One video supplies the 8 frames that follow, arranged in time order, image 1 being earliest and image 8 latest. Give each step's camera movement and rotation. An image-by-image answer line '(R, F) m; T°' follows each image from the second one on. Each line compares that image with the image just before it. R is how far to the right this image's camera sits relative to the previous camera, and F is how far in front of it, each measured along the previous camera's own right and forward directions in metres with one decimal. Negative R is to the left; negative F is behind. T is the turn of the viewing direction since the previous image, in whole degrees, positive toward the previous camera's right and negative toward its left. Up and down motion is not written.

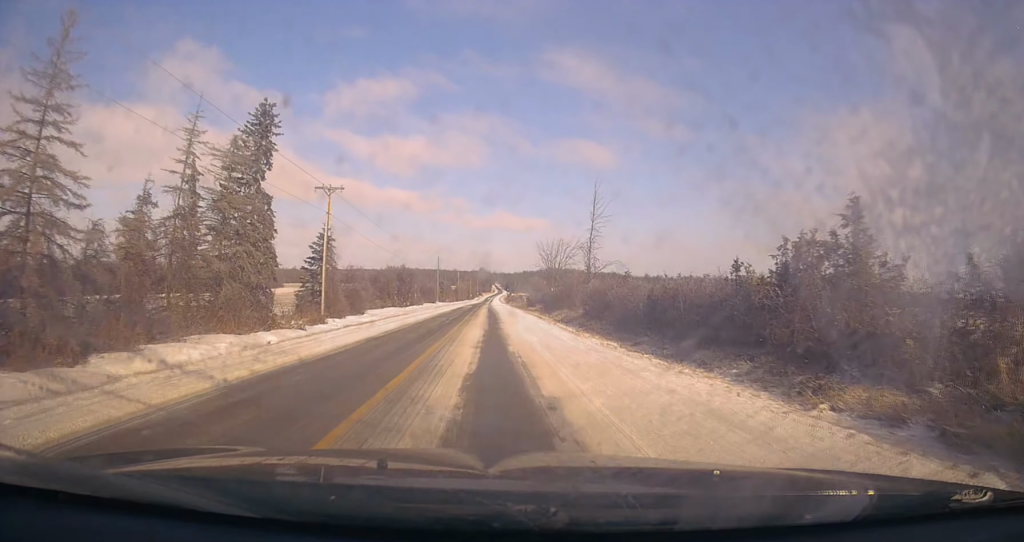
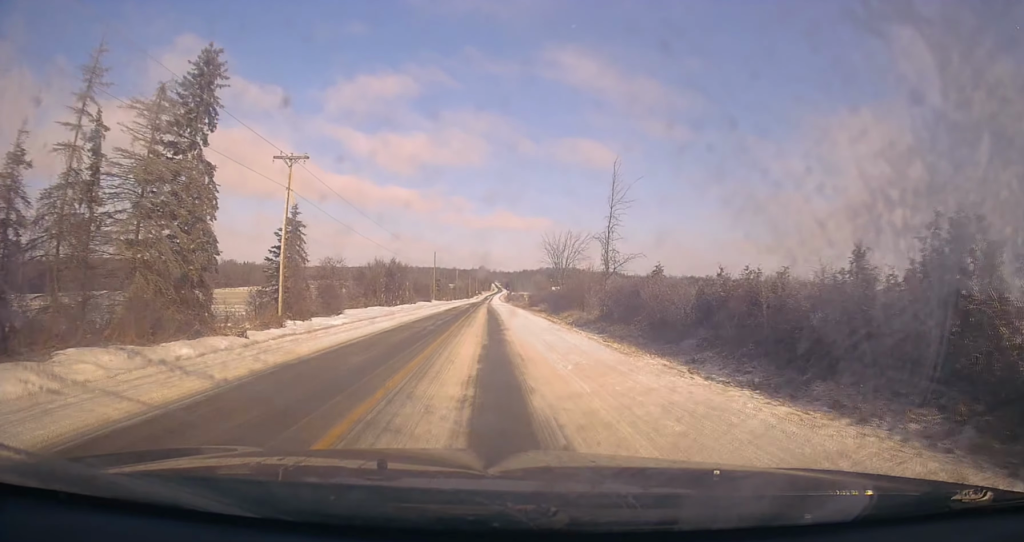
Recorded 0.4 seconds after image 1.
(0.0, +7.8) m; 0°
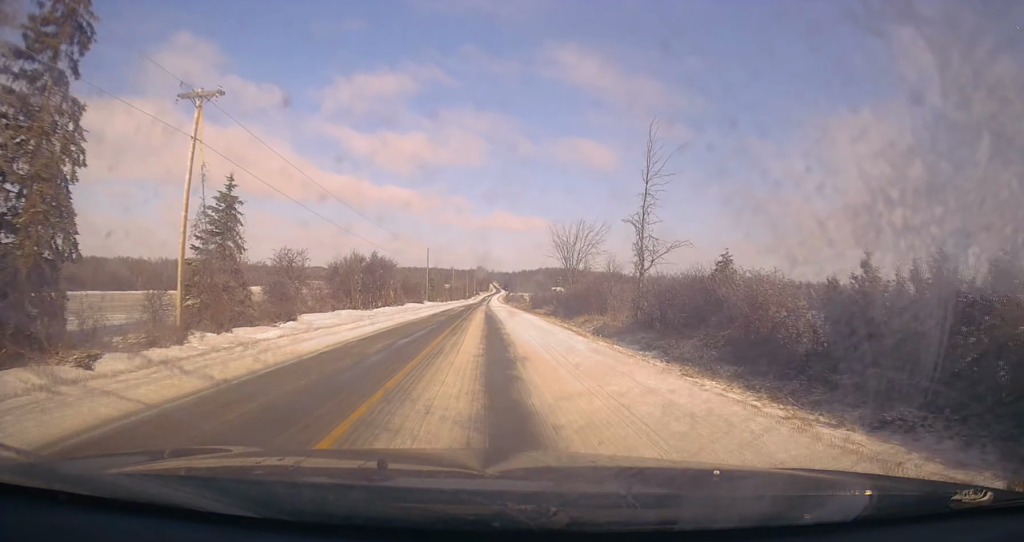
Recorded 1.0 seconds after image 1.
(-0.1, +10.2) m; 0°
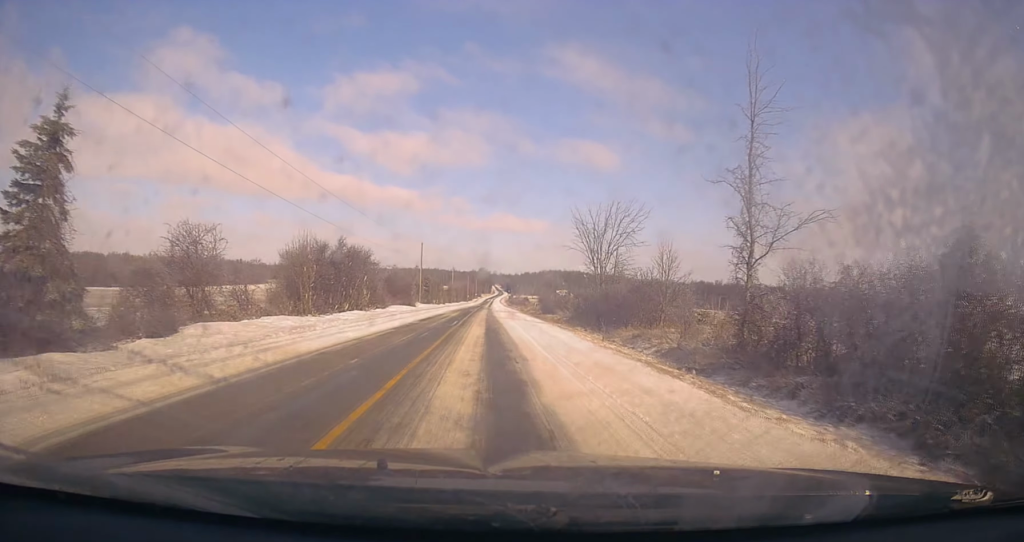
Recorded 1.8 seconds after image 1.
(0.0, +14.6) m; 0°
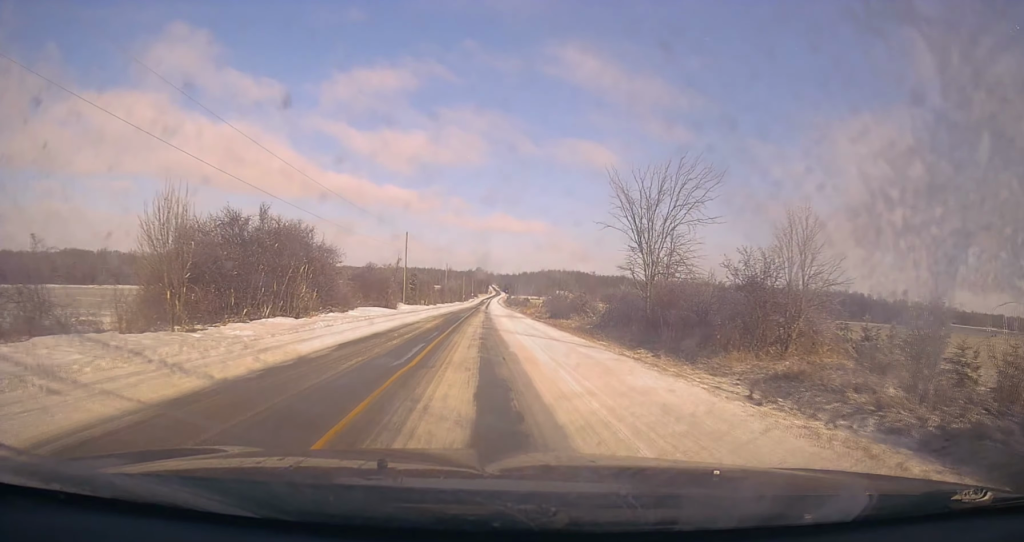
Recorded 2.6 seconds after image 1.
(0.0, +15.5) m; 0°
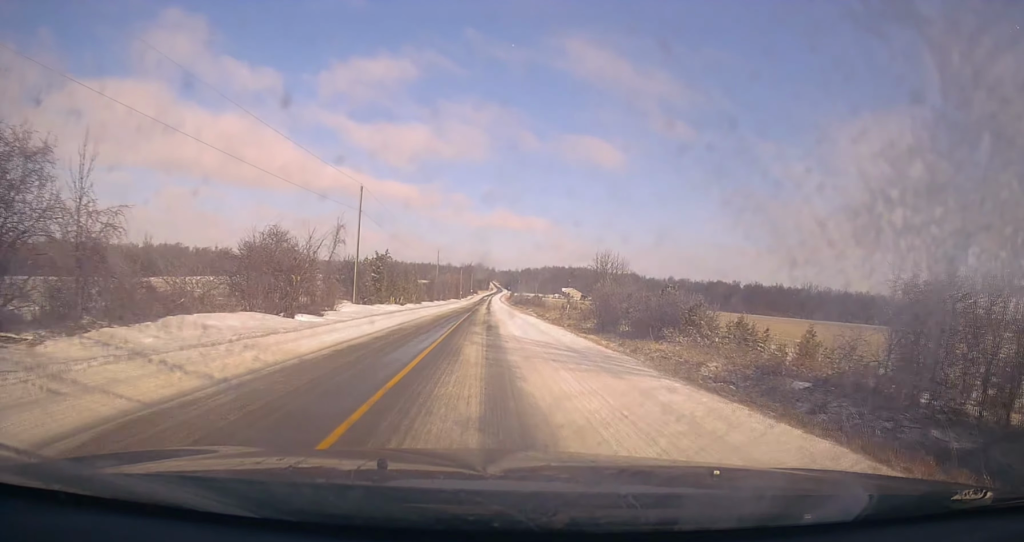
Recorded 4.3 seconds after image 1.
(0.0, +32.0) m; 0°
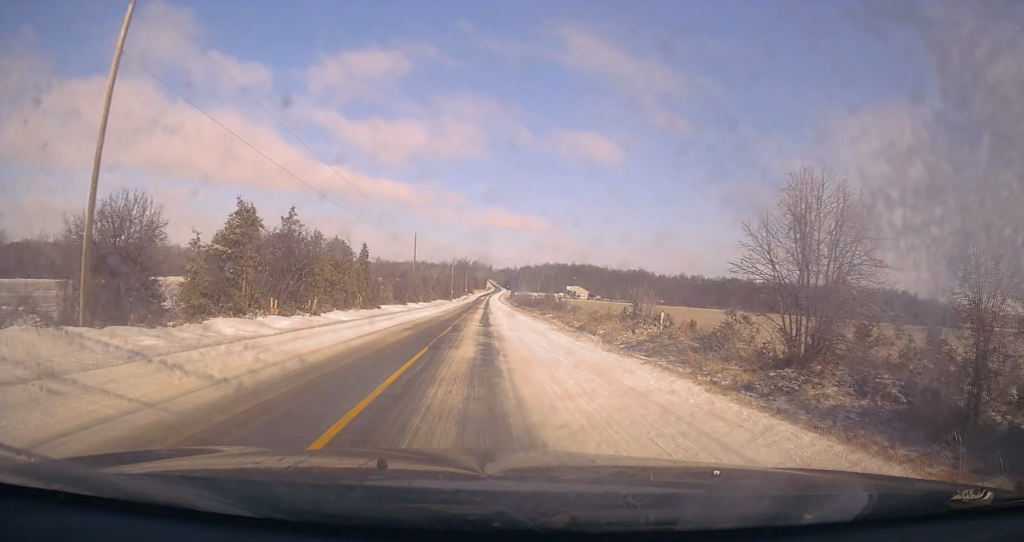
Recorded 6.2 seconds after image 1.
(+0.6, +35.0) m; +1°
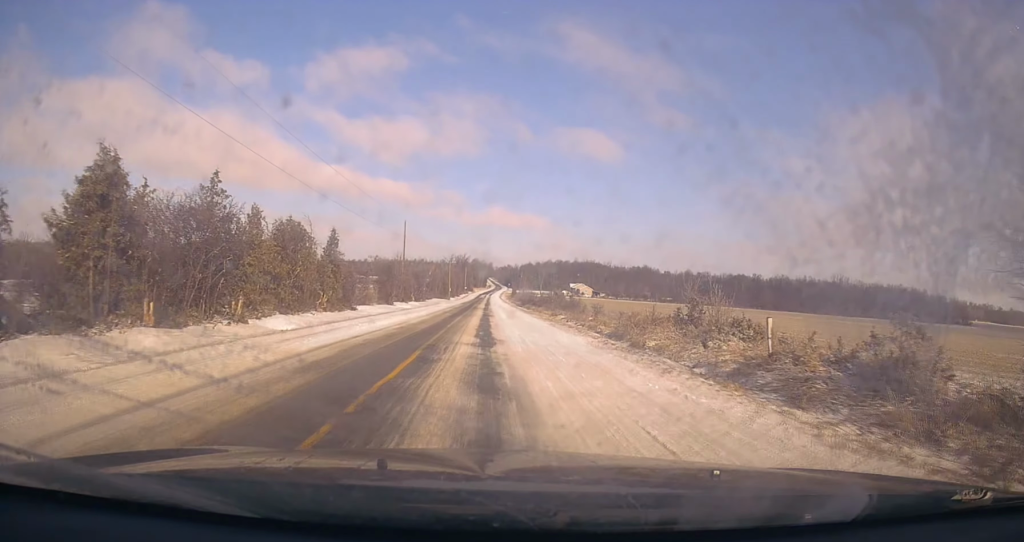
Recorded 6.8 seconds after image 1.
(-0.2, +11.5) m; -1°
